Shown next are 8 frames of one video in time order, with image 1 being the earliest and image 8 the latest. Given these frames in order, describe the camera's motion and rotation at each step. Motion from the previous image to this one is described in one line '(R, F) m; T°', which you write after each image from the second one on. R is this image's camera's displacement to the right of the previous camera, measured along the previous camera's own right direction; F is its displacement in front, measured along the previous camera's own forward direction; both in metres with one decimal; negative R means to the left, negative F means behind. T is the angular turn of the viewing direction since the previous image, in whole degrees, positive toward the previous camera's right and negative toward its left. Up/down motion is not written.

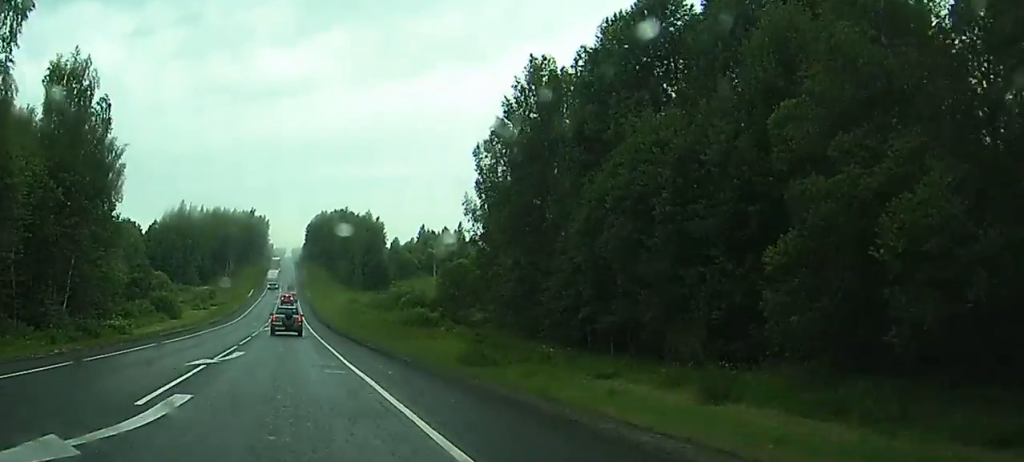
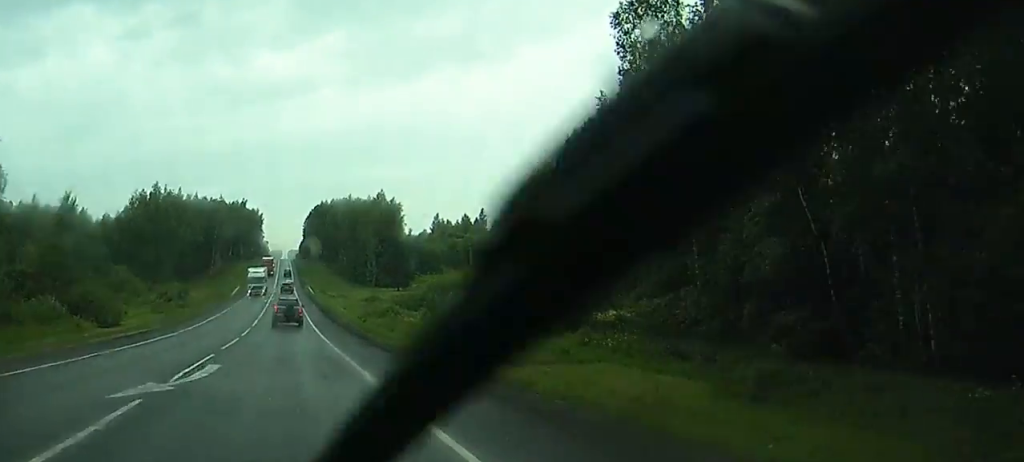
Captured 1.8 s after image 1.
(+0.3, +45.1) m; +1°
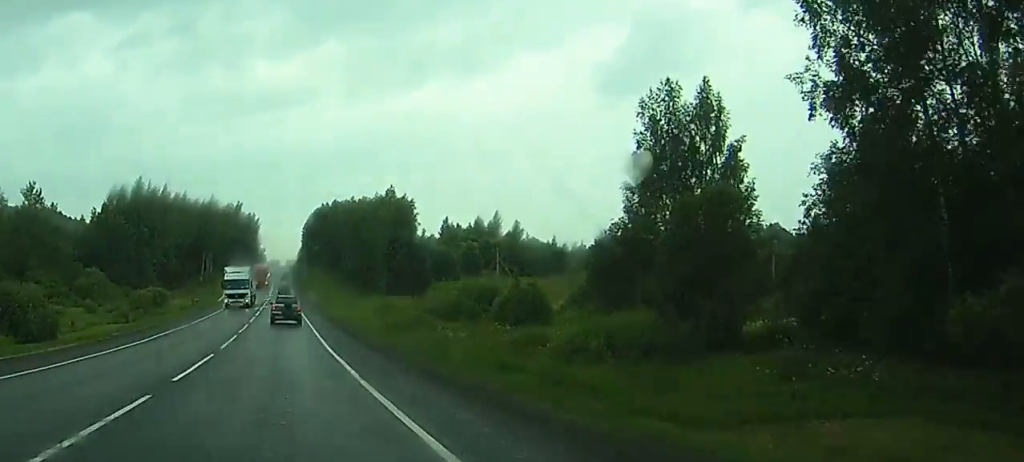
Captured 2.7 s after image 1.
(+0.1, +22.8) m; 0°
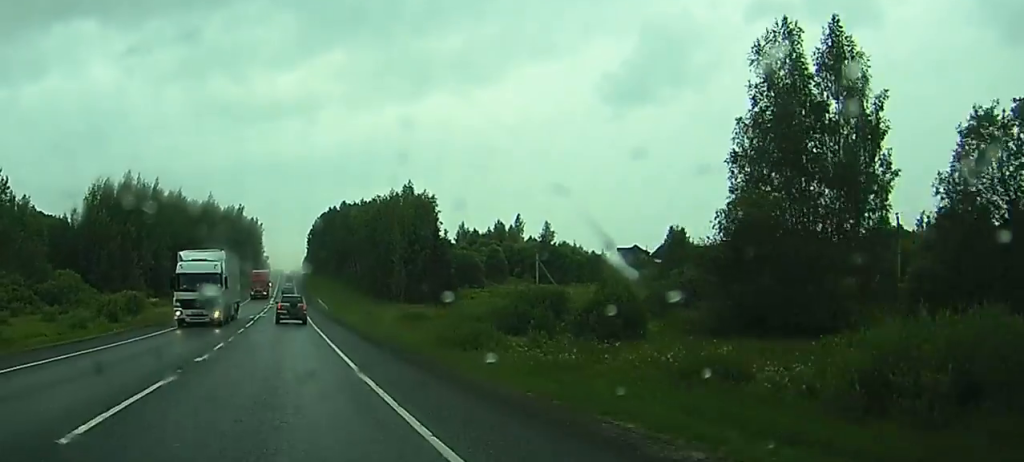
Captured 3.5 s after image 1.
(0.0, +20.4) m; 0°
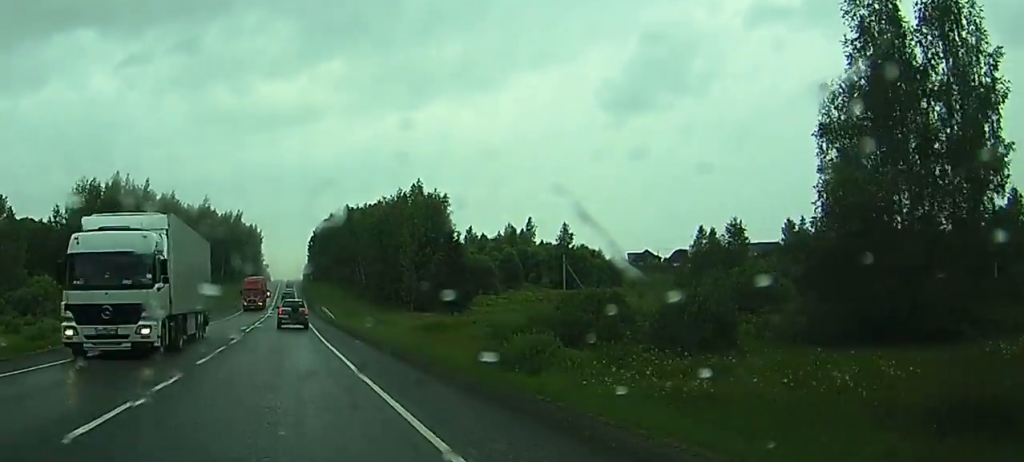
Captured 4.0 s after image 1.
(0.0, +11.9) m; 0°
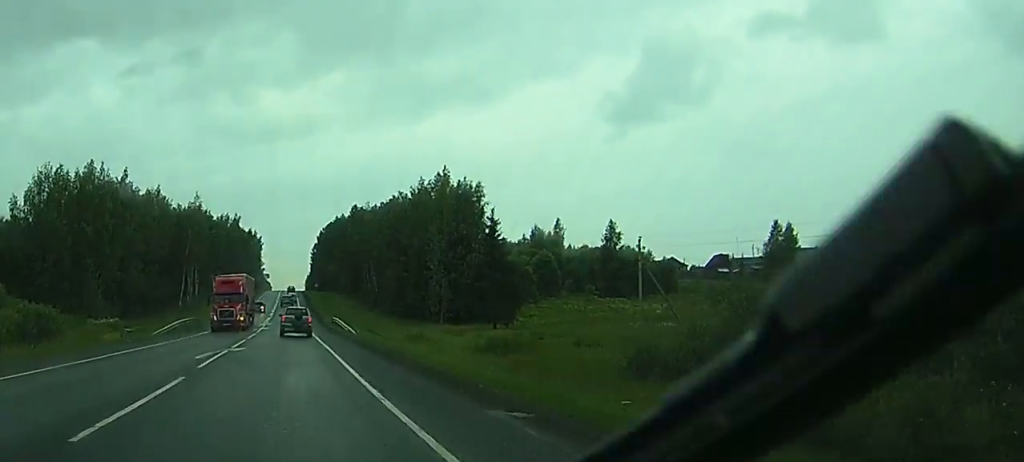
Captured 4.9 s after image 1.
(-0.1, +23.9) m; +1°
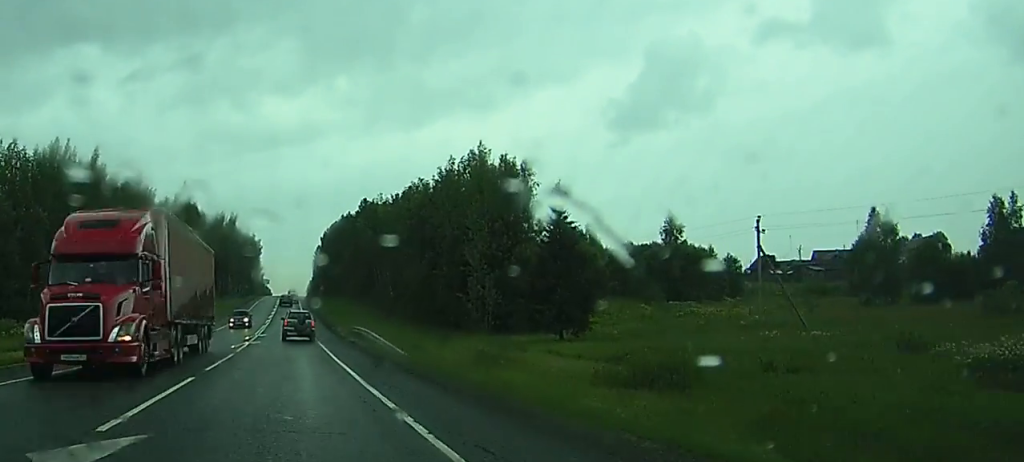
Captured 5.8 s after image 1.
(+0.2, +22.9) m; +2°
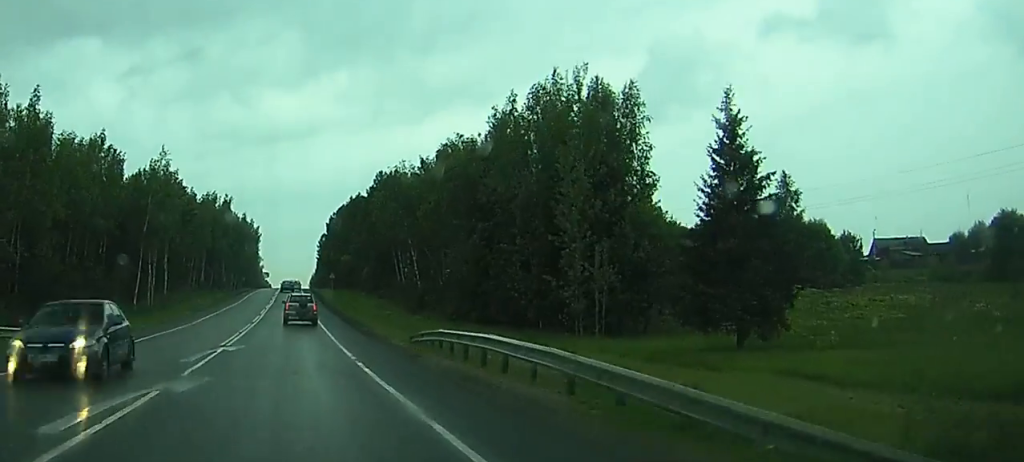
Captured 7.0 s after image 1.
(+0.8, +29.2) m; +3°
